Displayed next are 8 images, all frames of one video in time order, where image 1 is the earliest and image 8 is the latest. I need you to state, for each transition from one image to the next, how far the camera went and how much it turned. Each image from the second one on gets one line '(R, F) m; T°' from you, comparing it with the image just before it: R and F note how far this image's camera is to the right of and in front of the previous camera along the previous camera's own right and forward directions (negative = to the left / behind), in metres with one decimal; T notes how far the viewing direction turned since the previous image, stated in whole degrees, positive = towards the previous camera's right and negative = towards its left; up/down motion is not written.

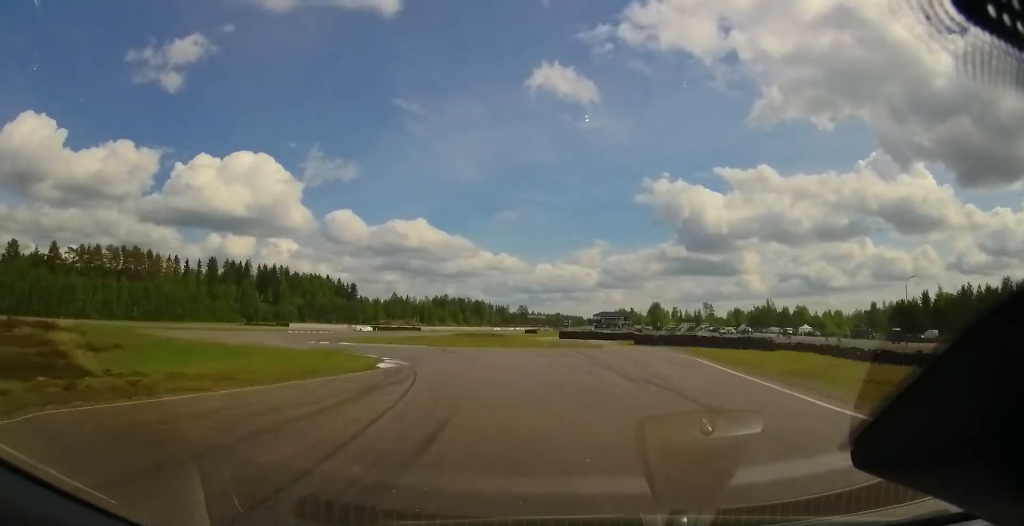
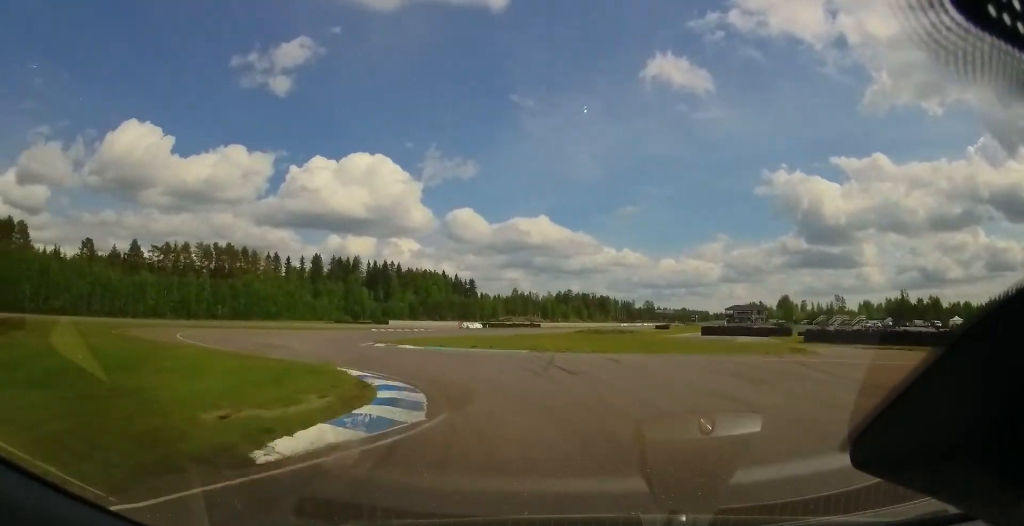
(-0.7, +16.8) m; -14°
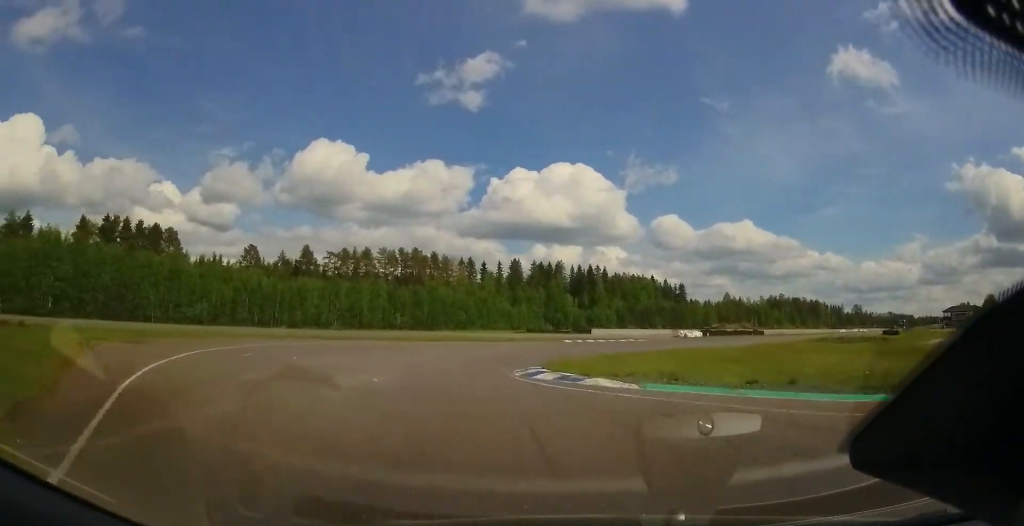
(-3.7, +16.7) m; -17°
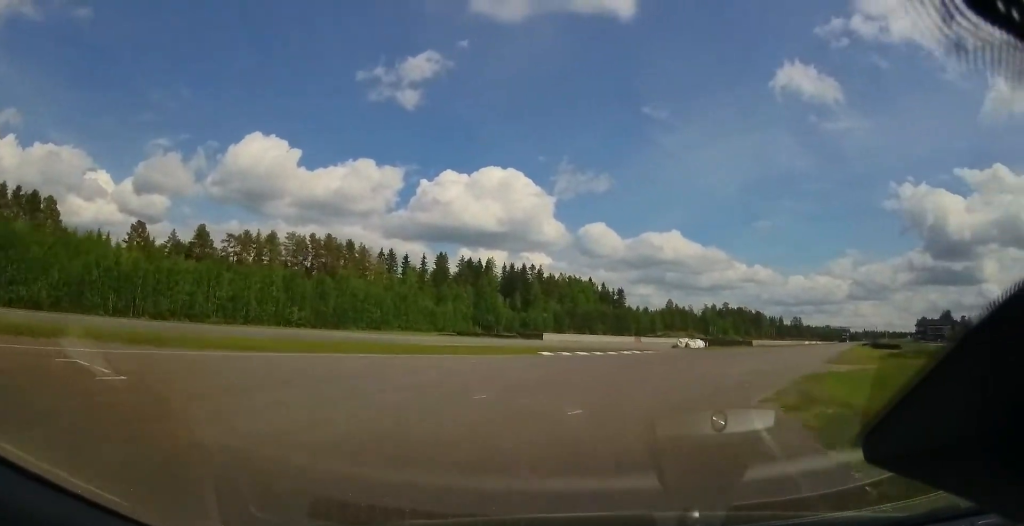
(-1.6, +24.9) m; +4°
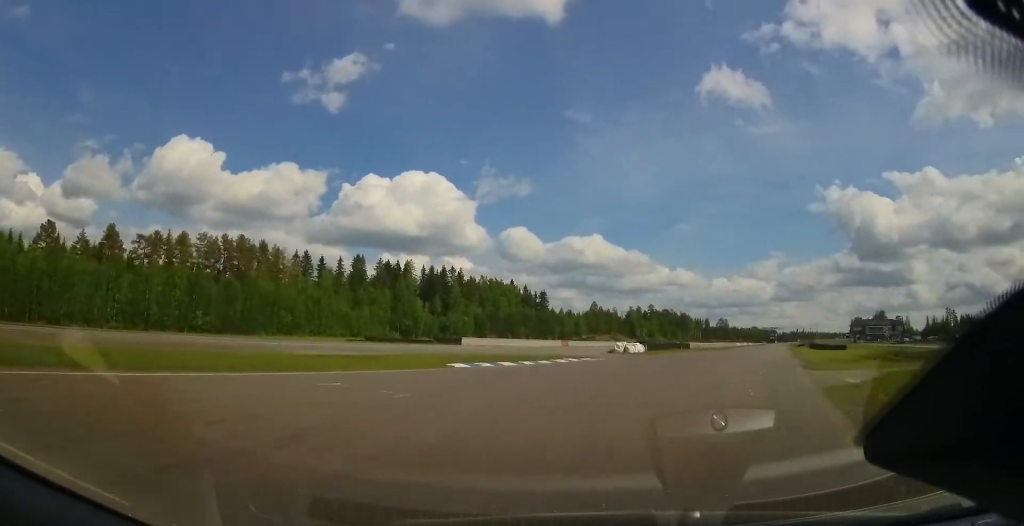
(+0.5, +6.9) m; +4°
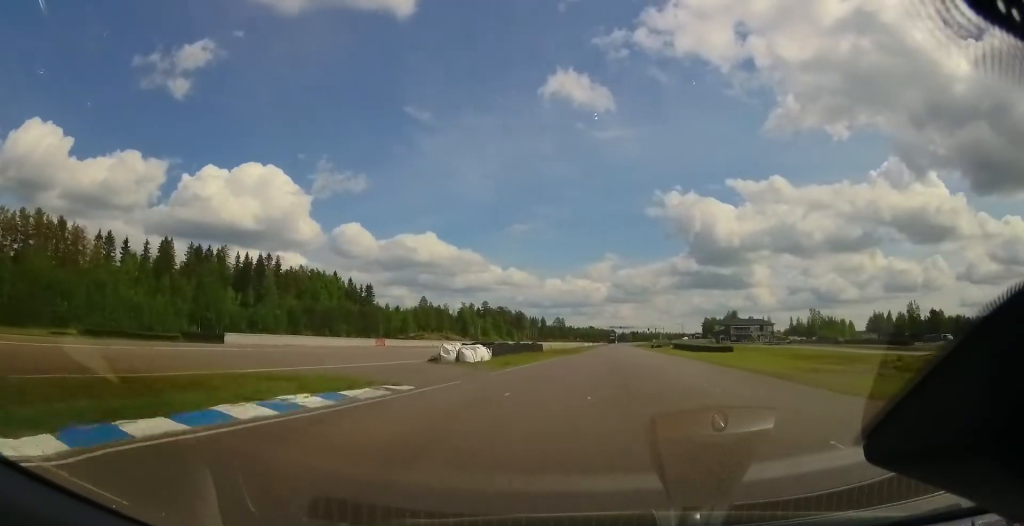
(+1.9, +19.2) m; +11°
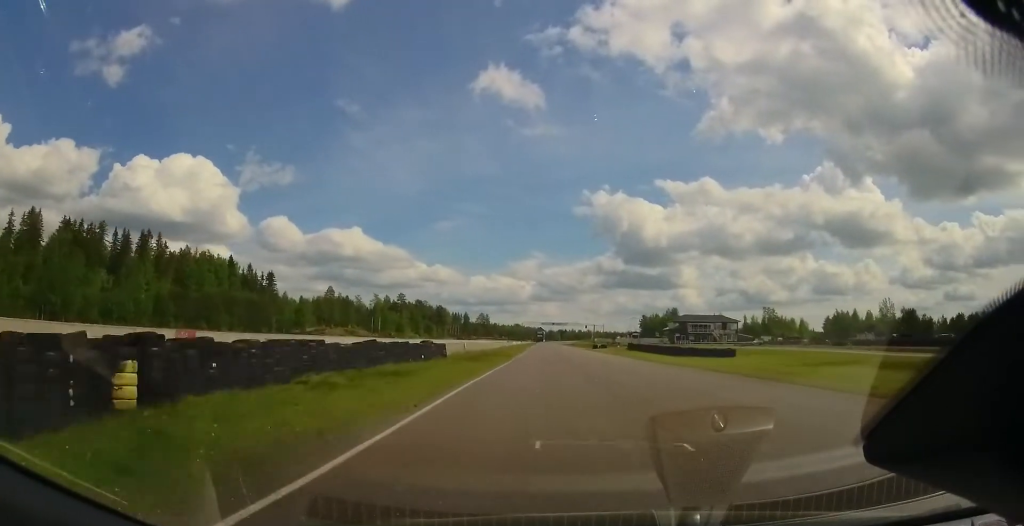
(+3.0, +26.6) m; +14°
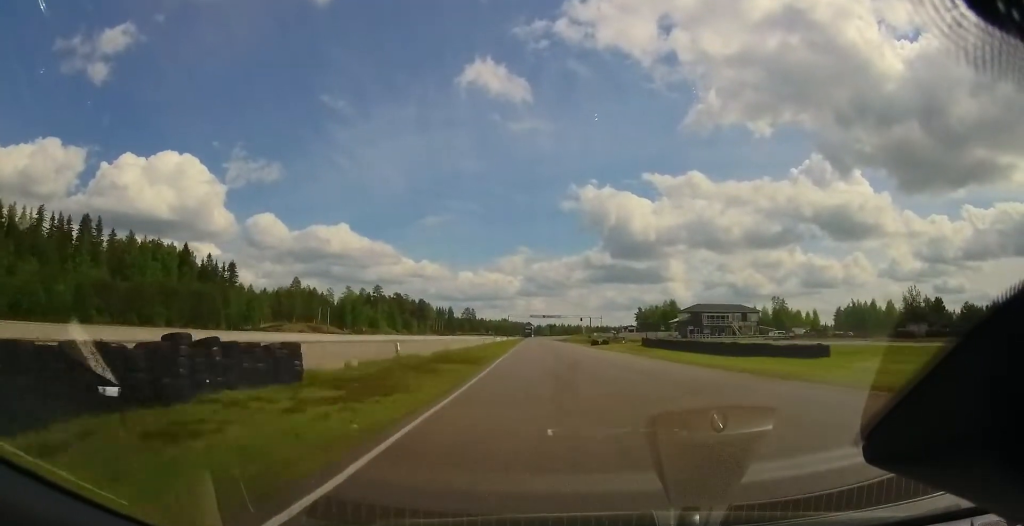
(+1.8, +22.3) m; +5°
